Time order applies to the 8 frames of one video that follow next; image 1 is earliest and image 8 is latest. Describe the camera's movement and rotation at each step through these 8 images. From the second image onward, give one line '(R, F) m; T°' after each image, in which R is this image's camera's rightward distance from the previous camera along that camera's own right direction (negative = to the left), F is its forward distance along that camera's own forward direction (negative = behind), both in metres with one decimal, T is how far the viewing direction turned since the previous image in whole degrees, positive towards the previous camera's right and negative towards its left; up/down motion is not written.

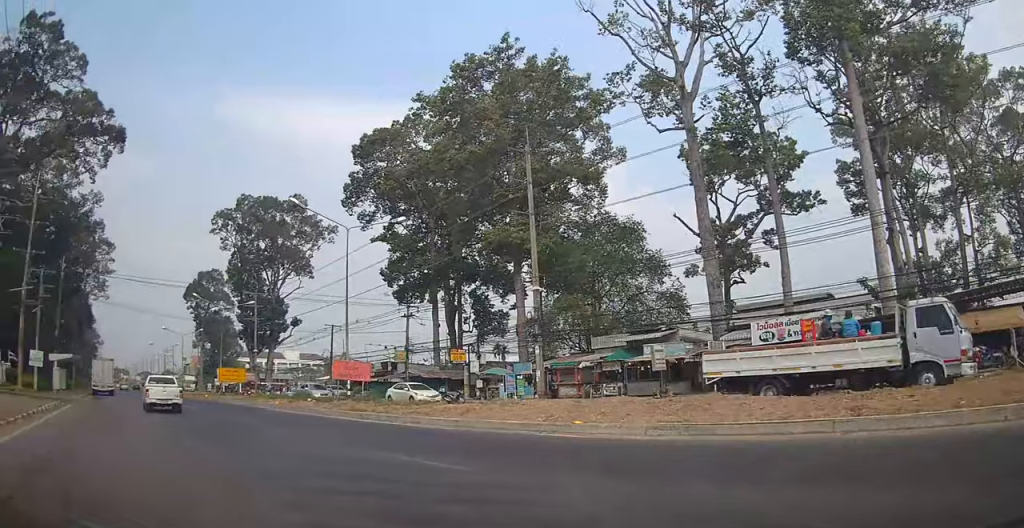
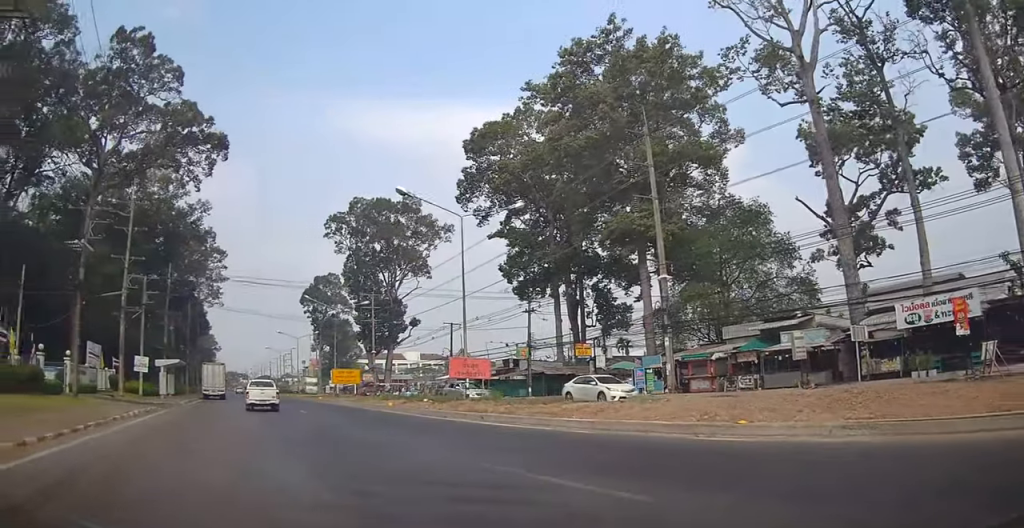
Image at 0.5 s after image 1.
(-0.1, +1.8) m; -7°
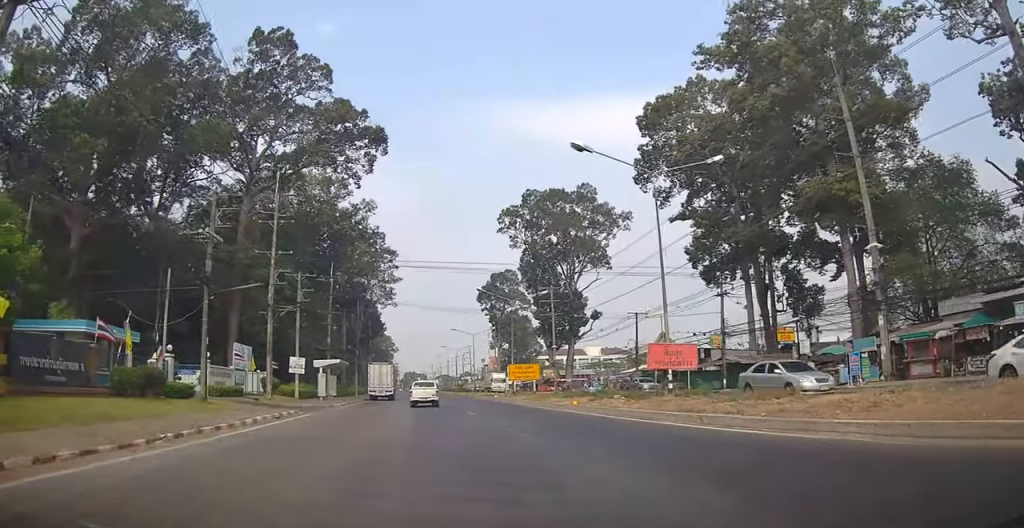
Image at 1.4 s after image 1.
(0.0, +3.6) m; -14°
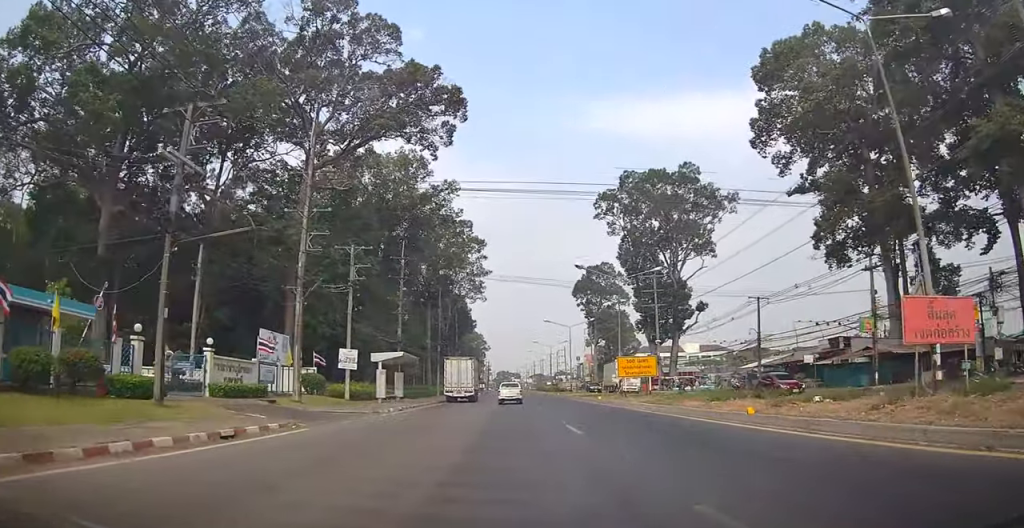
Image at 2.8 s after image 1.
(-1.8, +7.8) m; -14°
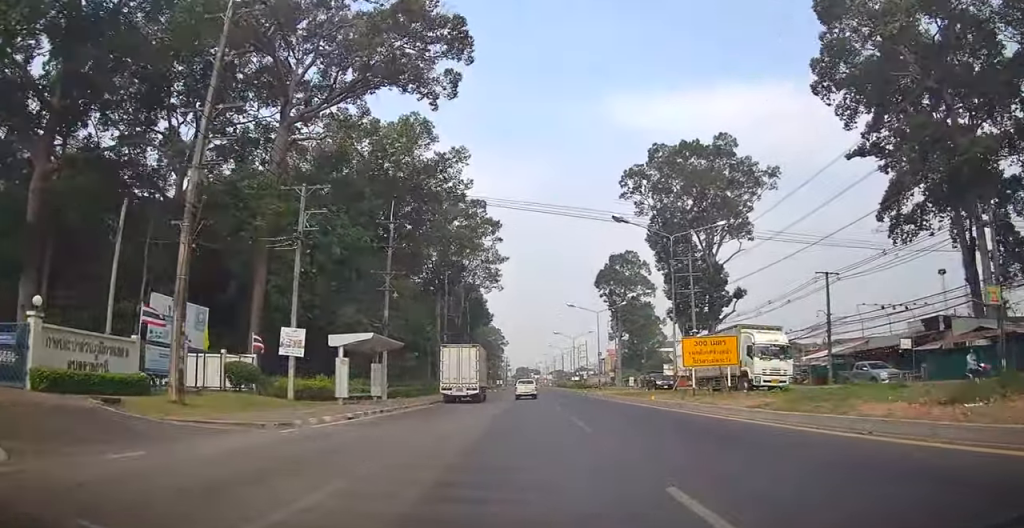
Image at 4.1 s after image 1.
(-0.1, +9.4) m; 0°
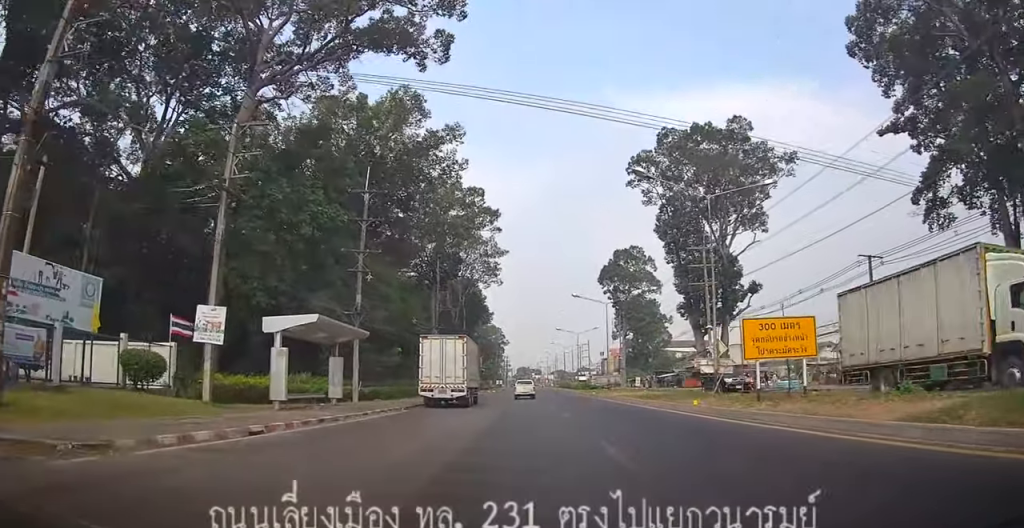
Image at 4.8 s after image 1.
(+0.1, +6.1) m; 0°
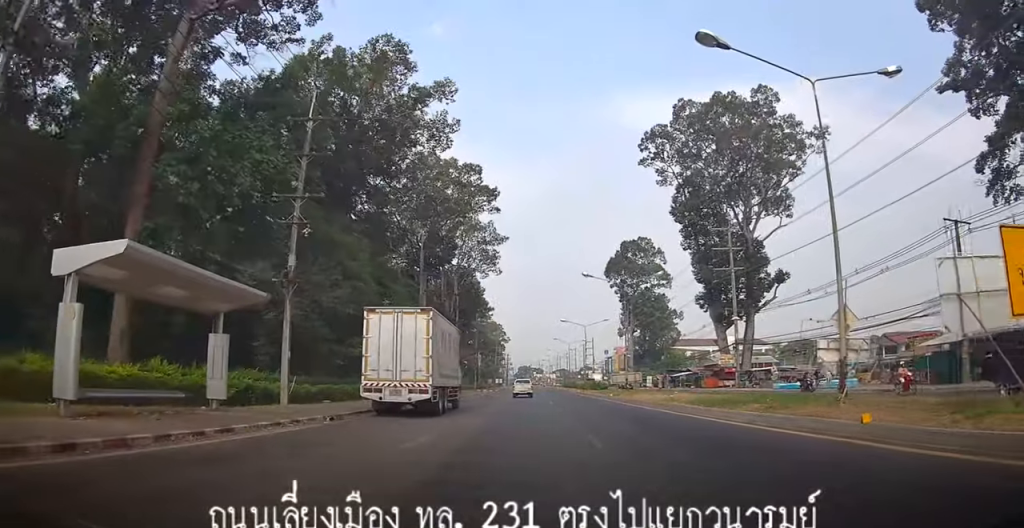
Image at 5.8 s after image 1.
(0.0, +9.1) m; 0°
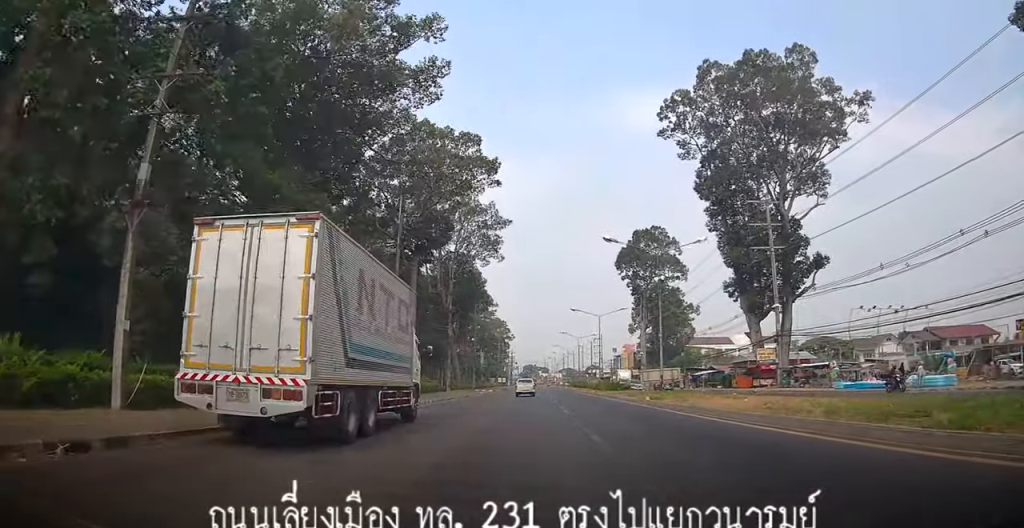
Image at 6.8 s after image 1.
(-0.1, +10.1) m; -1°
